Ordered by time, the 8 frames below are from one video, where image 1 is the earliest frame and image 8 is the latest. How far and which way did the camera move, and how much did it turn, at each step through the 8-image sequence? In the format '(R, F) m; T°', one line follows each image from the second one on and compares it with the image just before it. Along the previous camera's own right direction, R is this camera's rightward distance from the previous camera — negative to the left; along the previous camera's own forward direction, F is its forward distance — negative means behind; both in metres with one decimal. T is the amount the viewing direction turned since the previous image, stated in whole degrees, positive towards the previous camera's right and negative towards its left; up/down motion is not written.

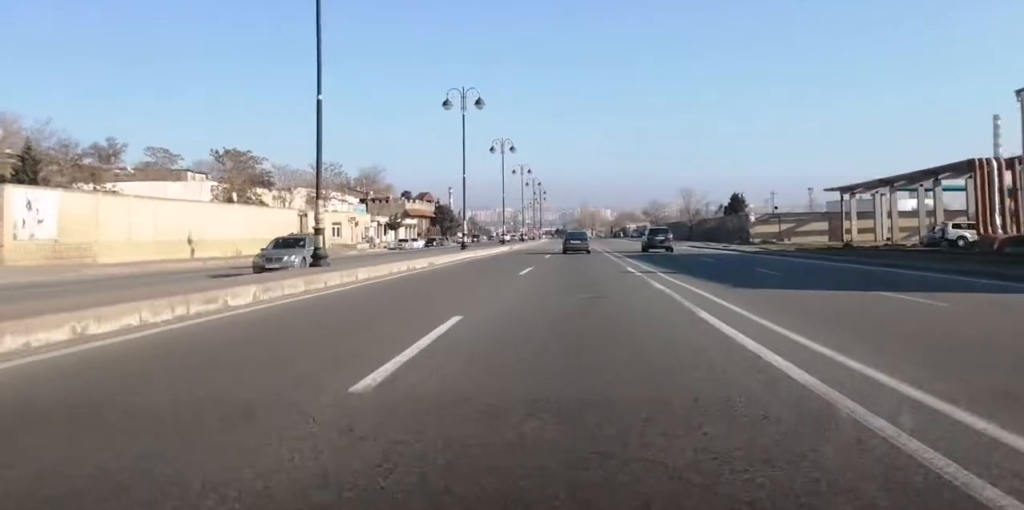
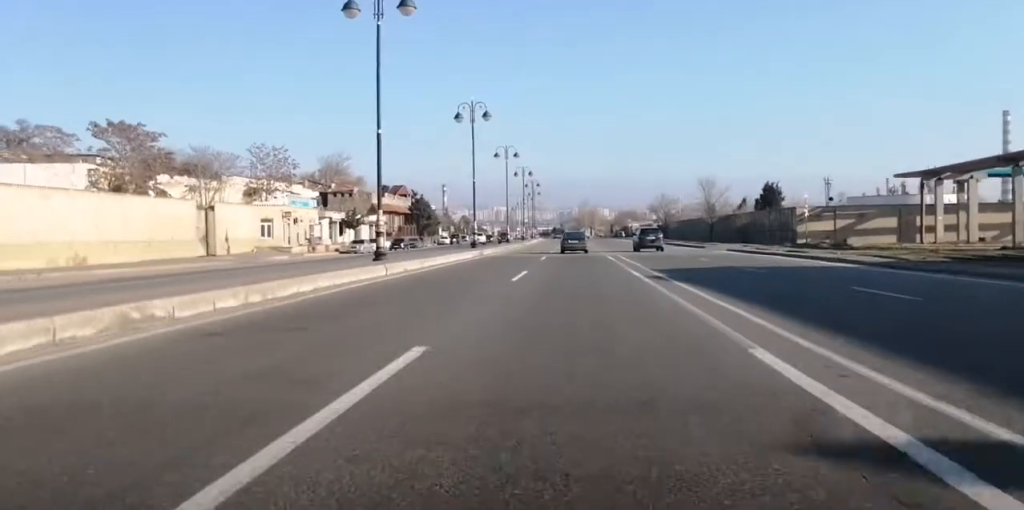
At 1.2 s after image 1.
(+0.4, +24.3) m; +1°
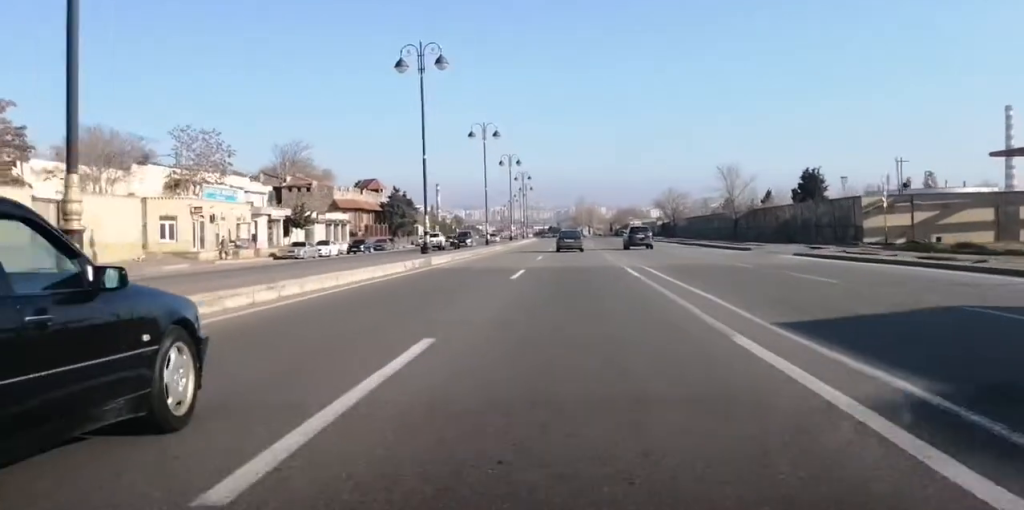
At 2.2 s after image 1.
(0.0, +20.1) m; -1°
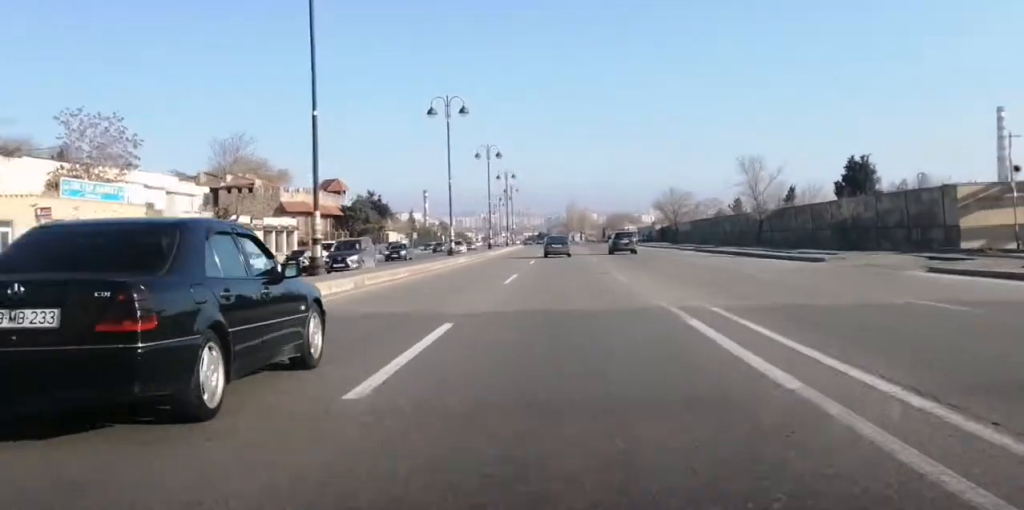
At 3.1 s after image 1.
(-0.2, +18.0) m; -1°
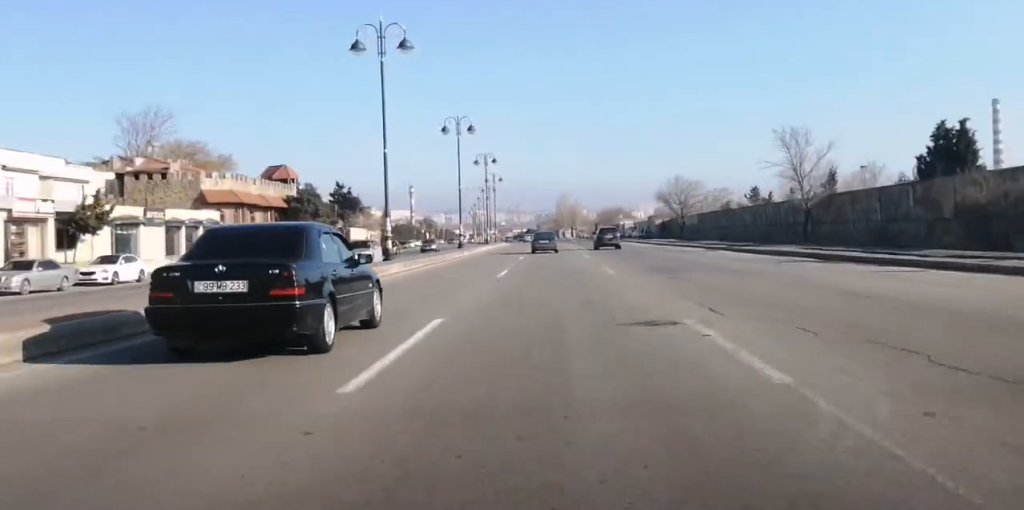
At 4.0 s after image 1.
(-0.1, +18.8) m; 0°
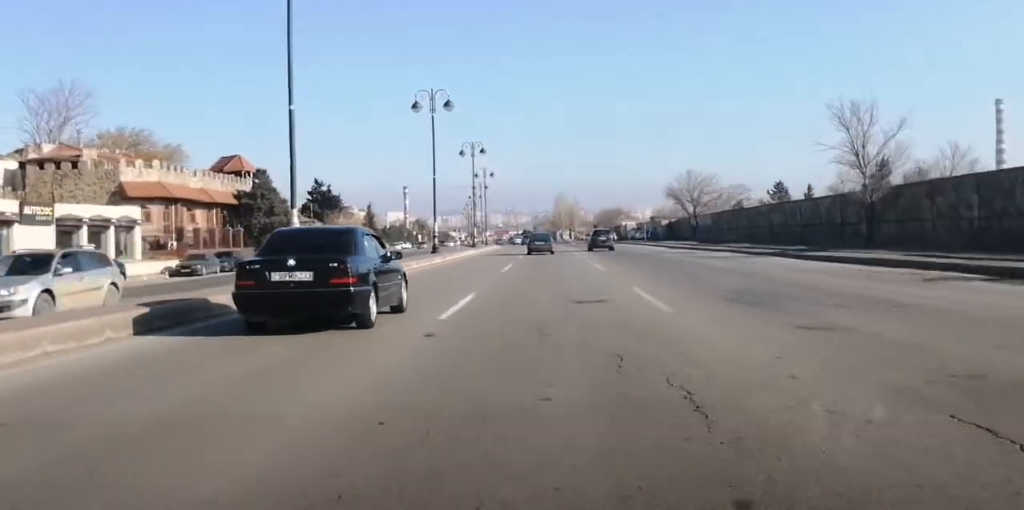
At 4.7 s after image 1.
(+0.2, +13.9) m; +1°
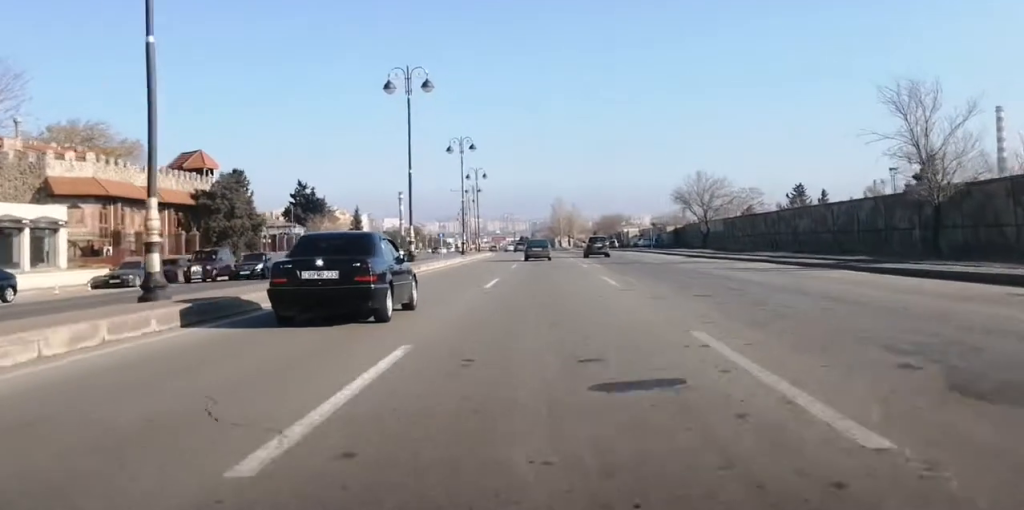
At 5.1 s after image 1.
(0.0, +9.0) m; -1°
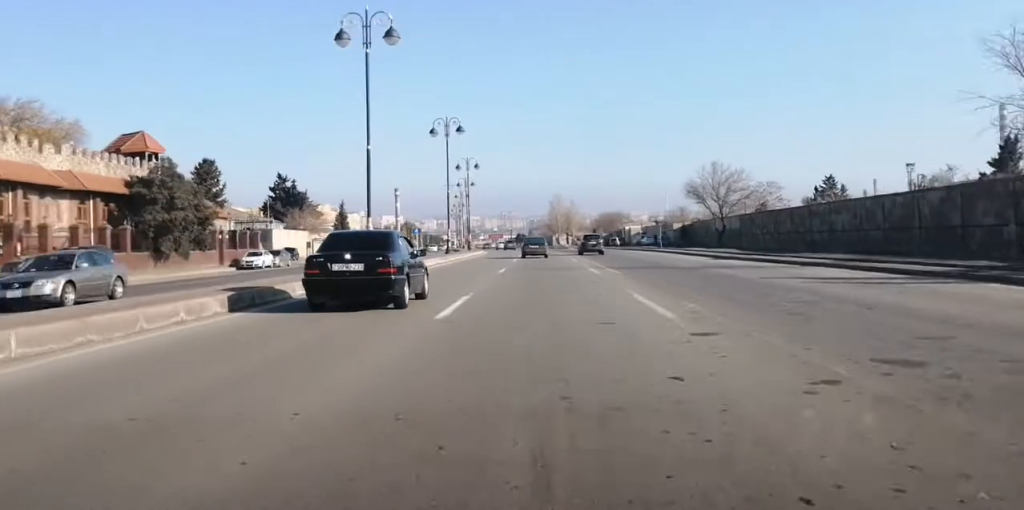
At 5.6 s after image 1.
(+0.1, +11.1) m; -1°
